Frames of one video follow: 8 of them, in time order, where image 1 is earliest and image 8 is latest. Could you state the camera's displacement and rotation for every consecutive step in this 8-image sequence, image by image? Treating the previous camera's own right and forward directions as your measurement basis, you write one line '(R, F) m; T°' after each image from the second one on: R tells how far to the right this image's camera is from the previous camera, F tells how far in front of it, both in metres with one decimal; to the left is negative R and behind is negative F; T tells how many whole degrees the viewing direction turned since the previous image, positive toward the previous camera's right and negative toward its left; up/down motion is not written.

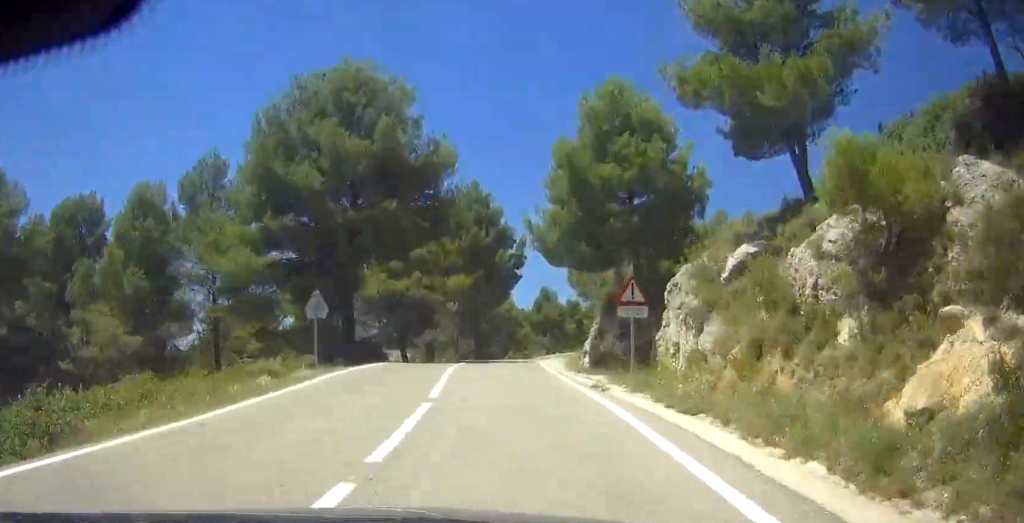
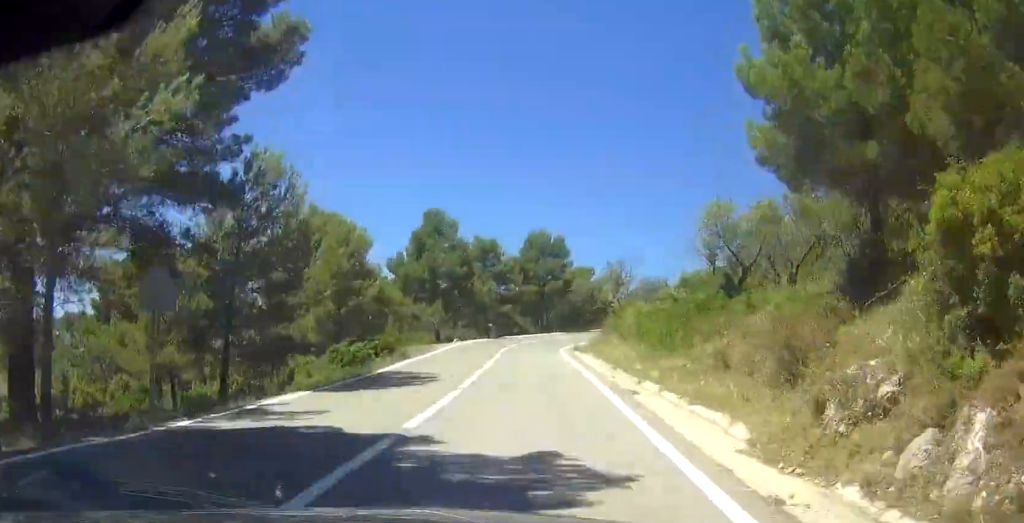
(+1.6, +56.3) m; +8°
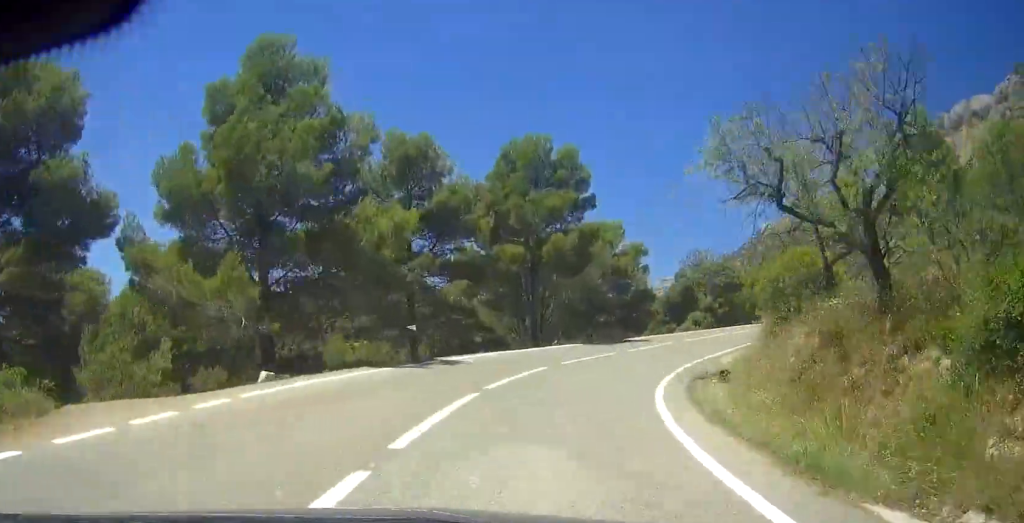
(+2.9, +36.3) m; +17°
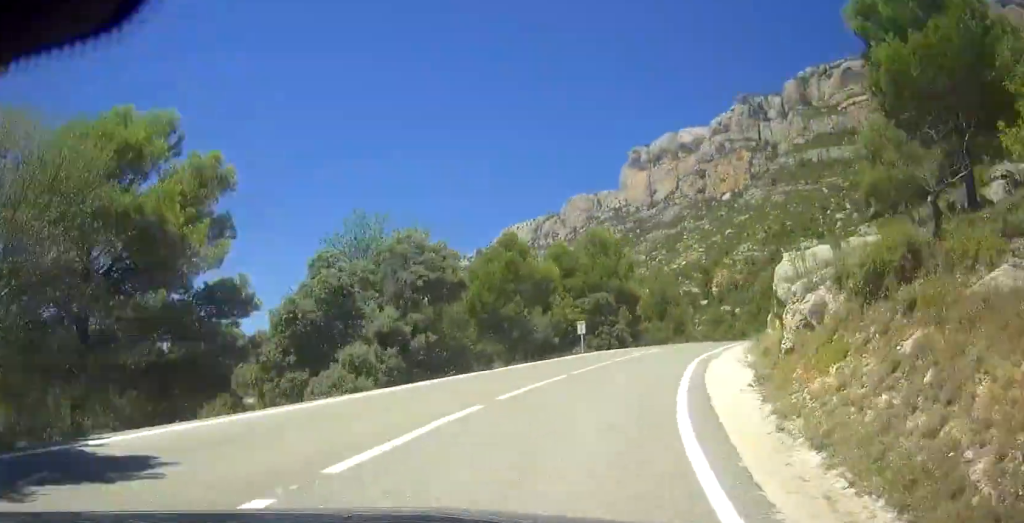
(+0.8, +29.7) m; +20°
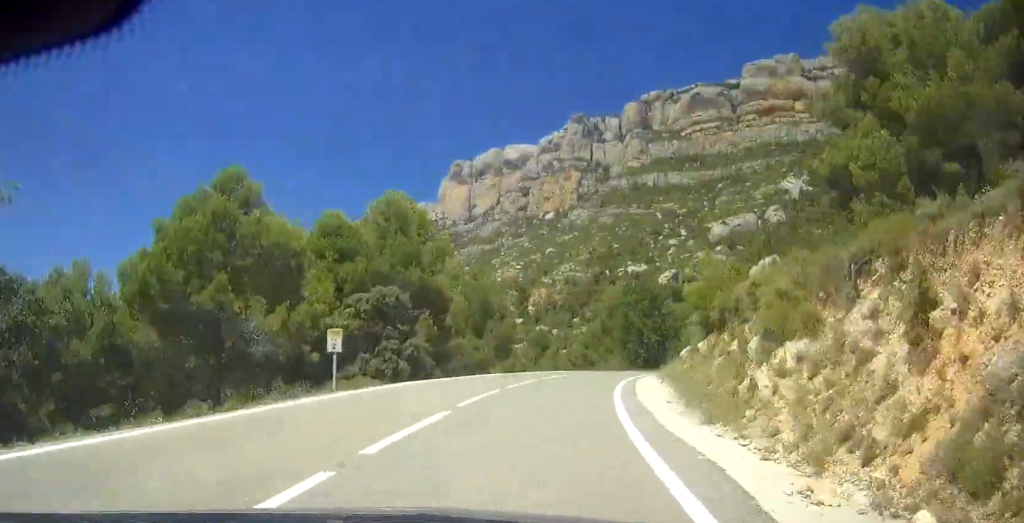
(+6.2, +17.7) m; +9°
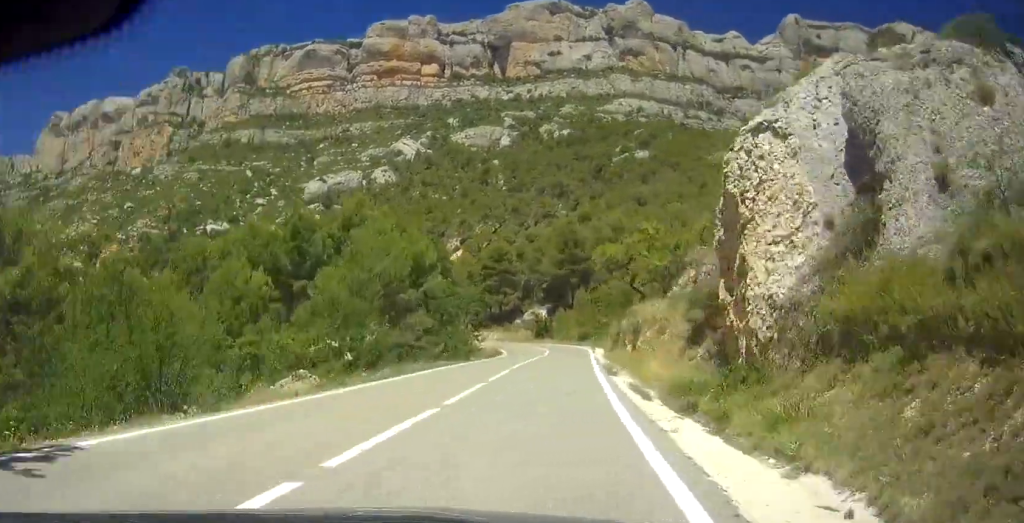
(+11.6, +60.4) m; +16°
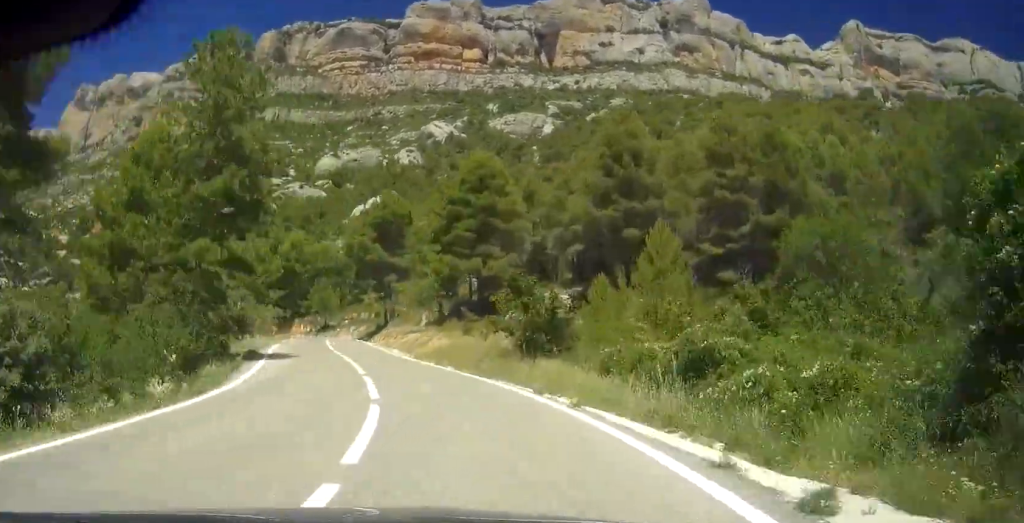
(+6.1, +61.0) m; -1°
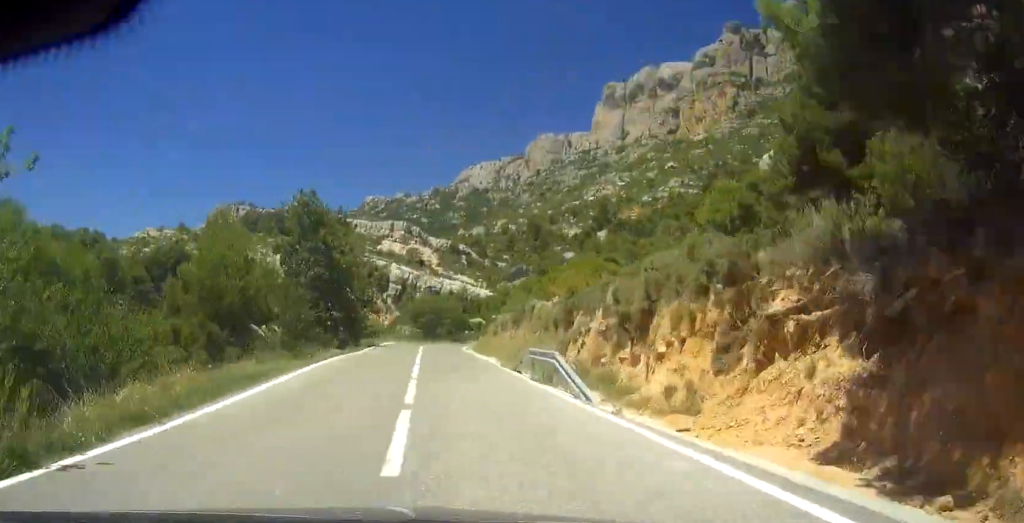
(-31.5, +98.2) m; -33°
